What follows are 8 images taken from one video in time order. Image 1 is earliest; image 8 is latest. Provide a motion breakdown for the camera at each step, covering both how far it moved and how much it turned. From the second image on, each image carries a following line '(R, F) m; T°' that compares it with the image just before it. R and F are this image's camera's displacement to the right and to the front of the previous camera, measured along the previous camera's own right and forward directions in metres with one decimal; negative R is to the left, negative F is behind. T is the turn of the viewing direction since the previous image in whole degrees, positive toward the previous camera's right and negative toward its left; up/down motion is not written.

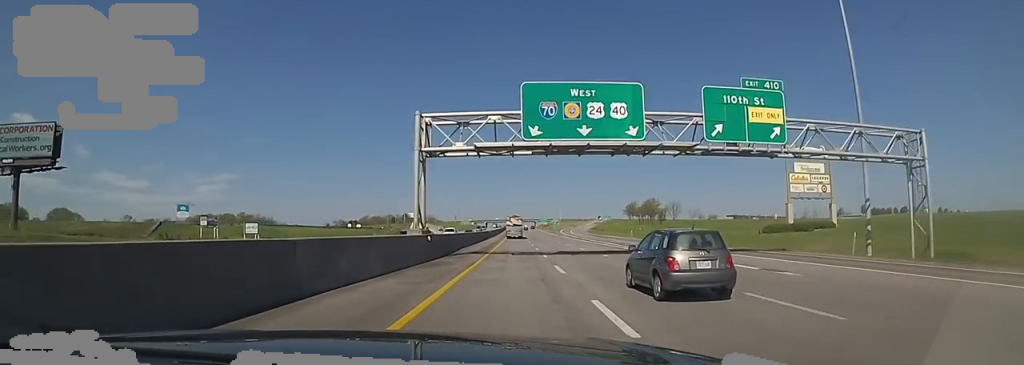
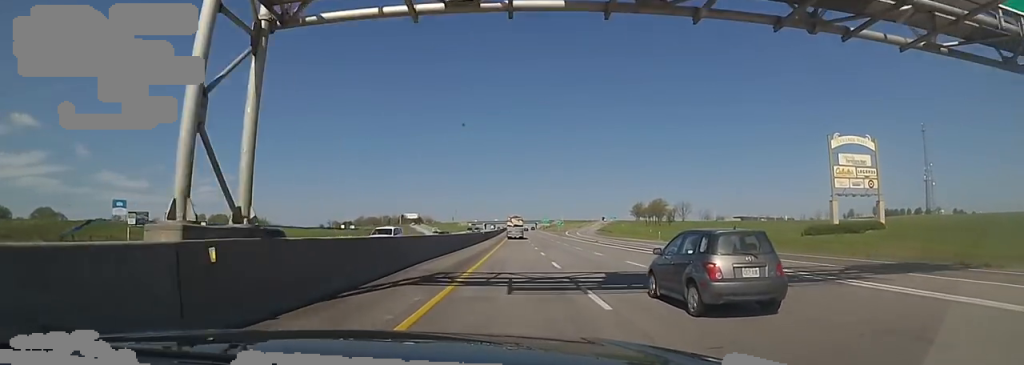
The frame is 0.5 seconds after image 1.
(+0.7, +17.4) m; 0°
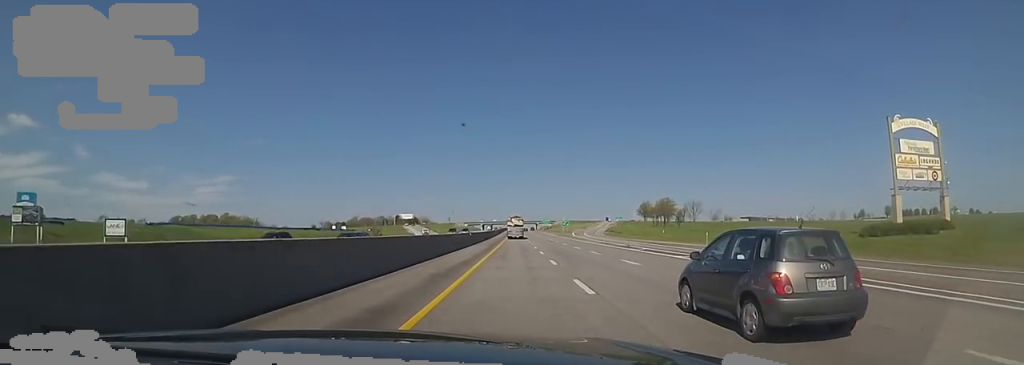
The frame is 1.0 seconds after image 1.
(+0.3, +18.6) m; 0°
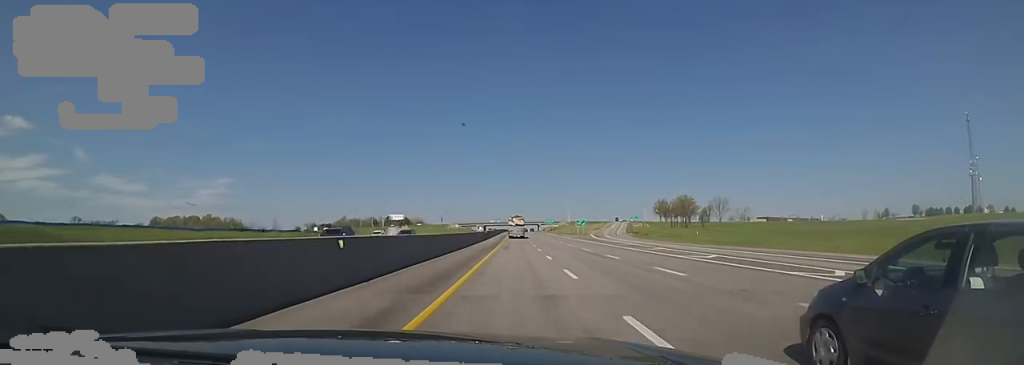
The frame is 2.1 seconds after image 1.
(-0.9, +36.0) m; 0°
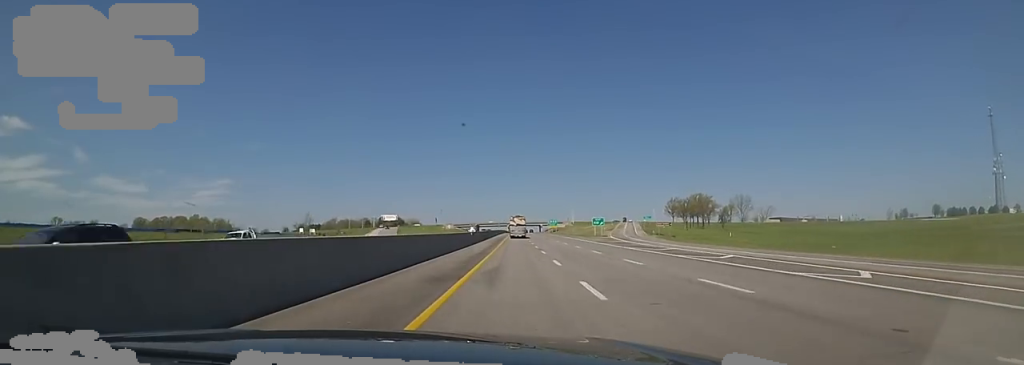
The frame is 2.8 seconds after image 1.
(+1.0, +24.4) m; 0°
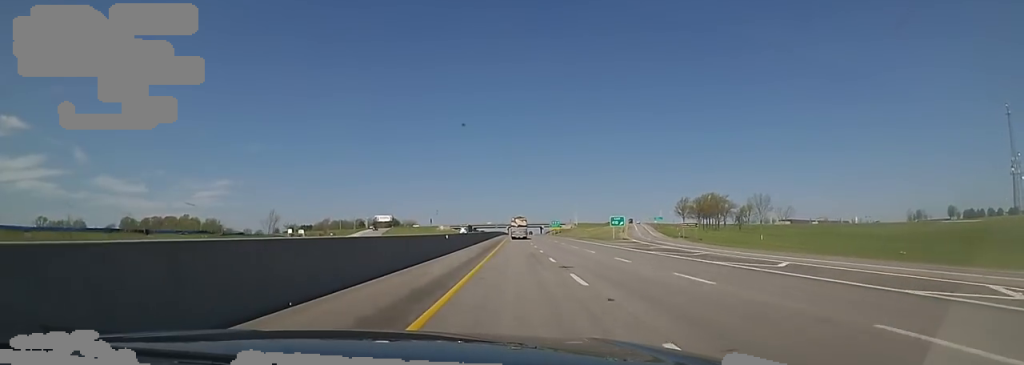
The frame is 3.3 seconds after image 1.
(-0.5, +17.4) m; 0°
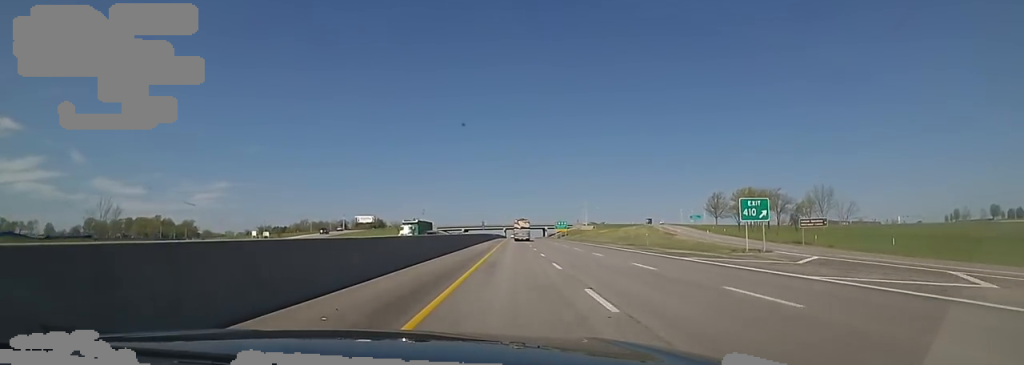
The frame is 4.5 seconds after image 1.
(+0.1, +44.1) m; 0°
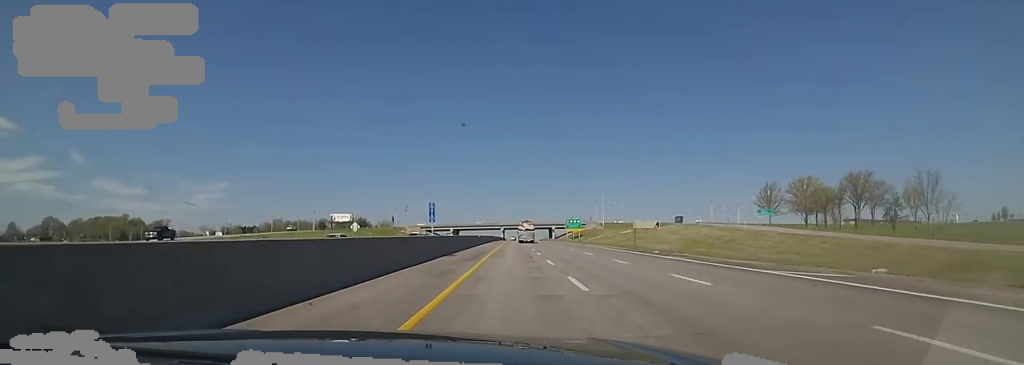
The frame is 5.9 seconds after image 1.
(-1.0, +46.1) m; 0°
